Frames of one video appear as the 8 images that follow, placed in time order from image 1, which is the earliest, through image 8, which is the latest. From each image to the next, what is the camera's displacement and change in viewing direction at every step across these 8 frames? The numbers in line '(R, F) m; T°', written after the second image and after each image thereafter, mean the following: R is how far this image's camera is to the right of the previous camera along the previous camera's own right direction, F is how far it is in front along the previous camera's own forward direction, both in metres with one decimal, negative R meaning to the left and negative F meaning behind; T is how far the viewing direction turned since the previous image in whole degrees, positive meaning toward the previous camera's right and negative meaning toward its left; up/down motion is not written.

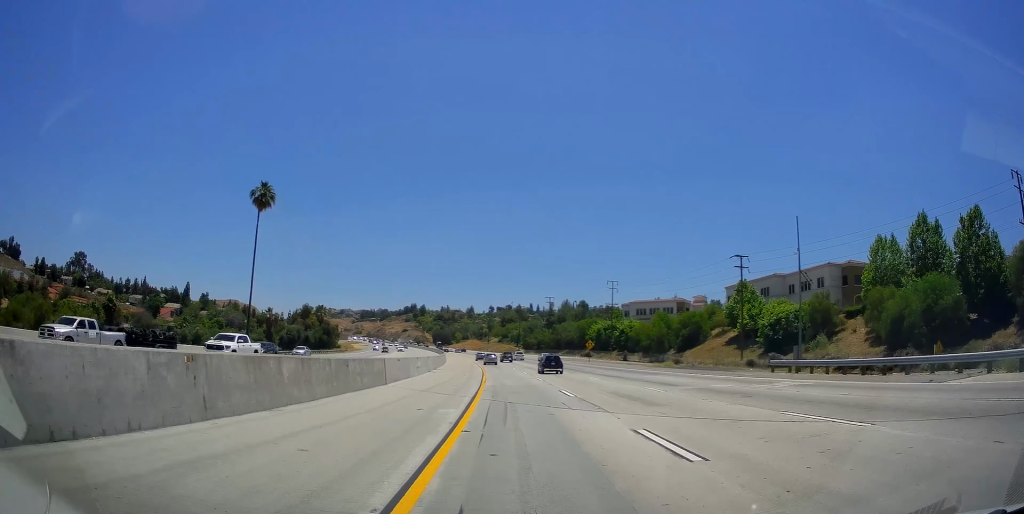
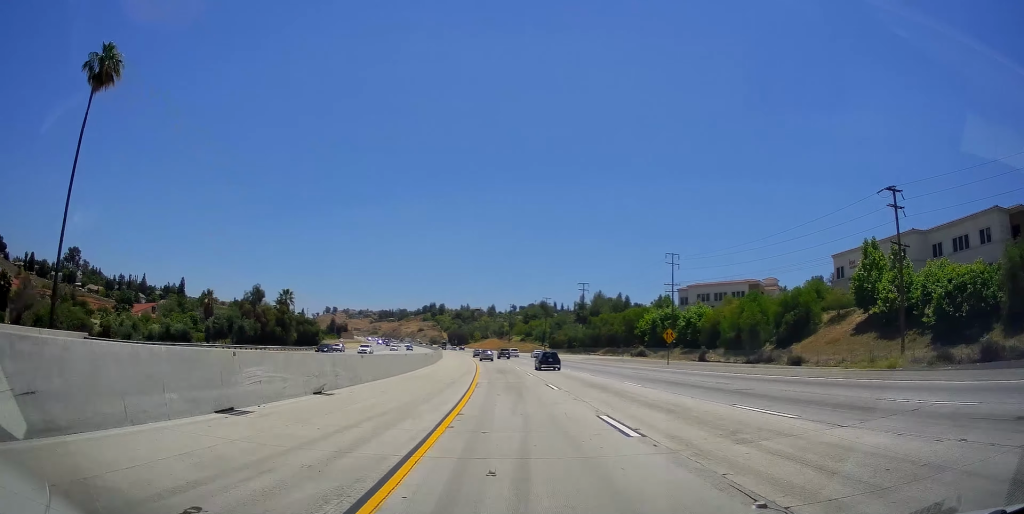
(-0.8, +39.6) m; -2°
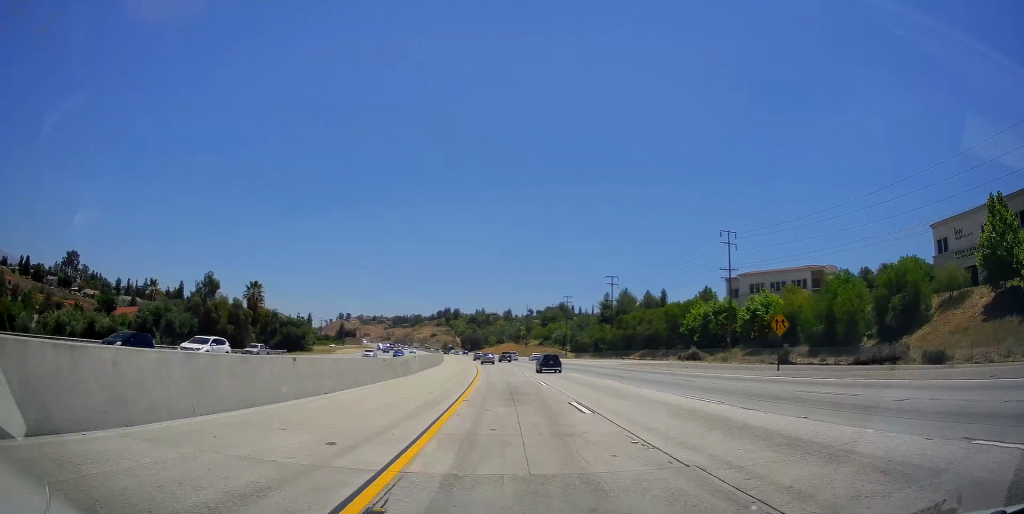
(-0.4, +21.9) m; -2°
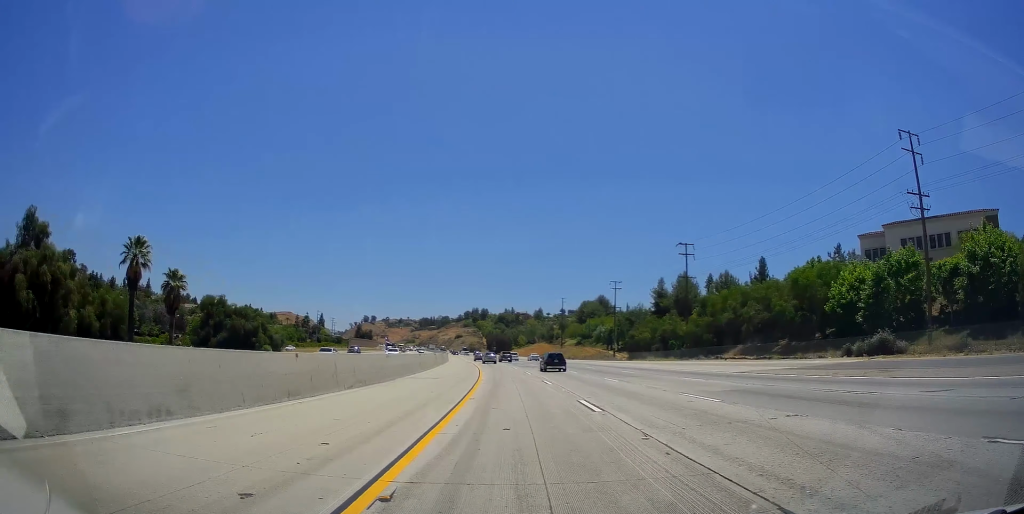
(-1.1, +41.0) m; -3°
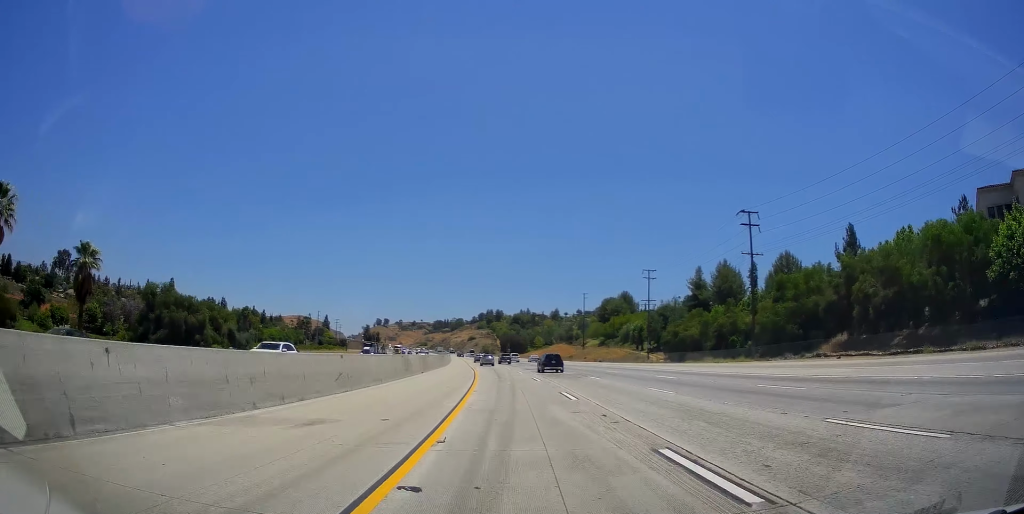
(-0.4, +23.1) m; -1°
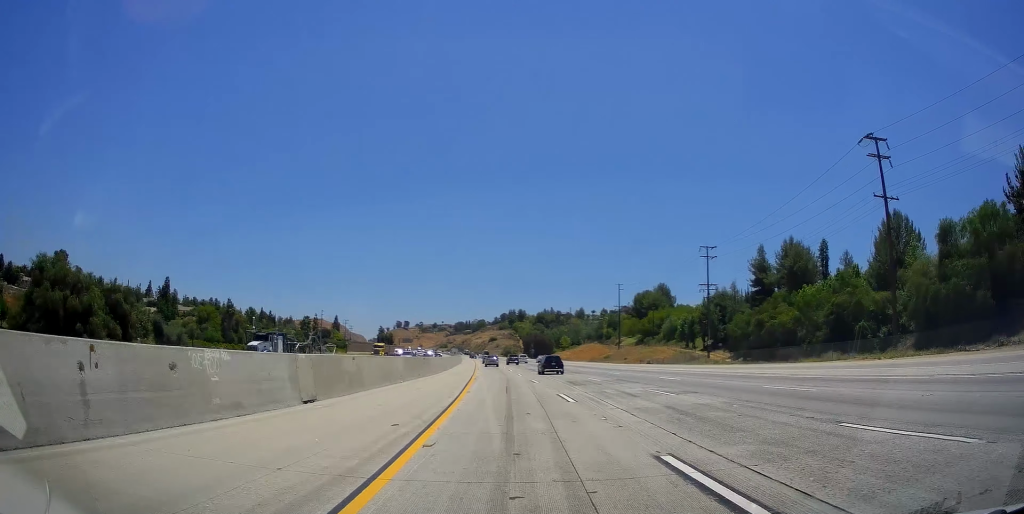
(-0.4, +27.4) m; -1°
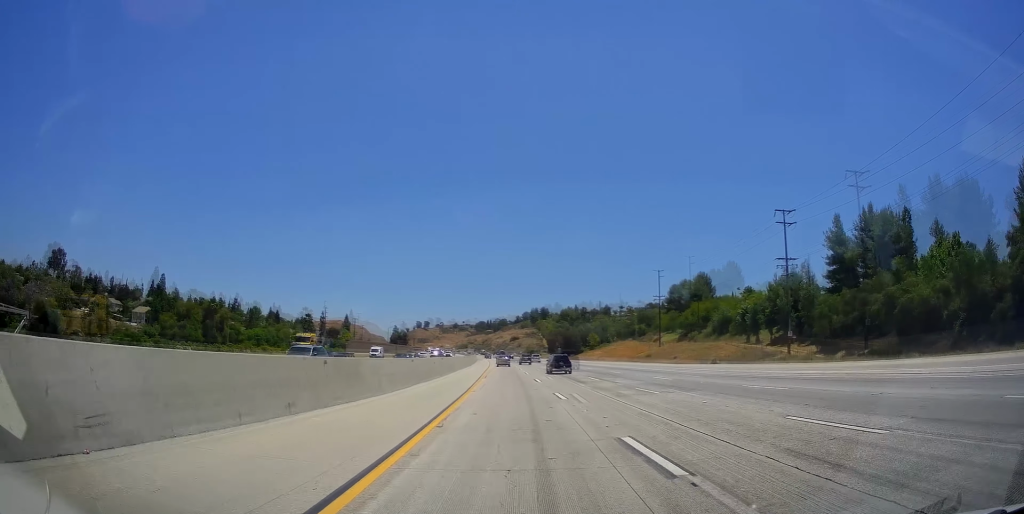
(-1.1, +47.2) m; -3°
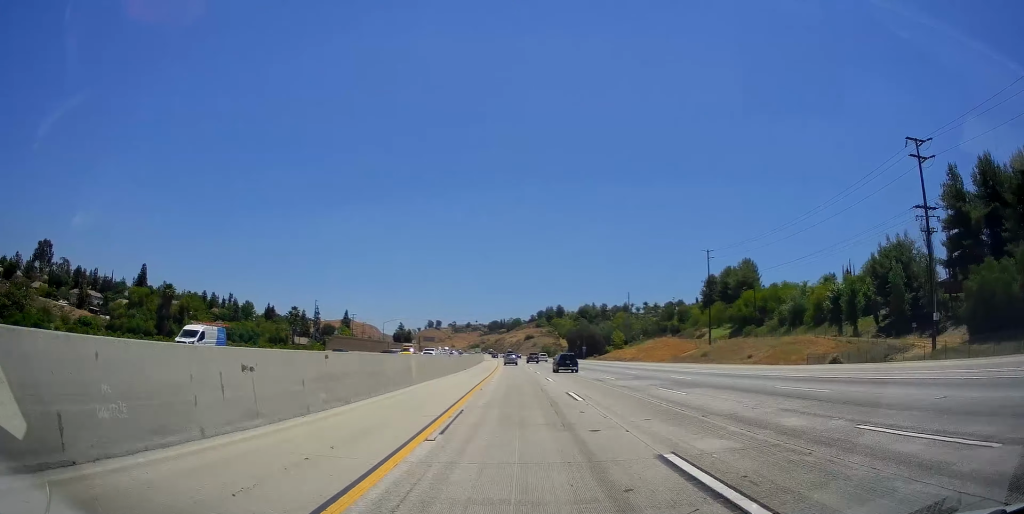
(-0.6, +27.7) m; -2°
